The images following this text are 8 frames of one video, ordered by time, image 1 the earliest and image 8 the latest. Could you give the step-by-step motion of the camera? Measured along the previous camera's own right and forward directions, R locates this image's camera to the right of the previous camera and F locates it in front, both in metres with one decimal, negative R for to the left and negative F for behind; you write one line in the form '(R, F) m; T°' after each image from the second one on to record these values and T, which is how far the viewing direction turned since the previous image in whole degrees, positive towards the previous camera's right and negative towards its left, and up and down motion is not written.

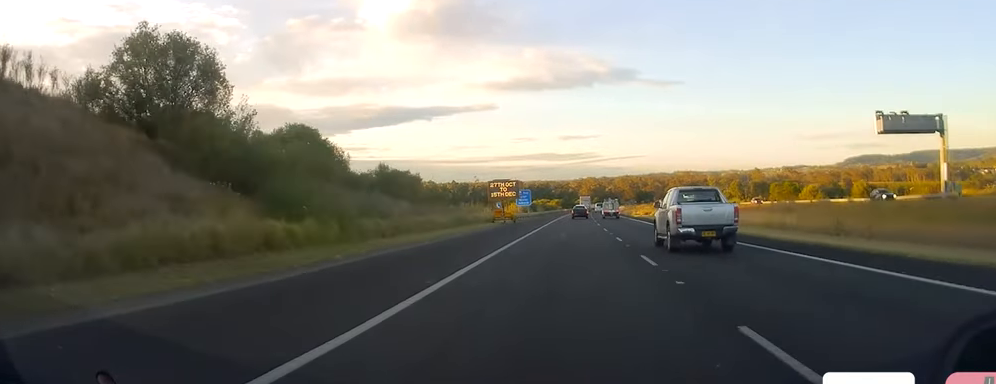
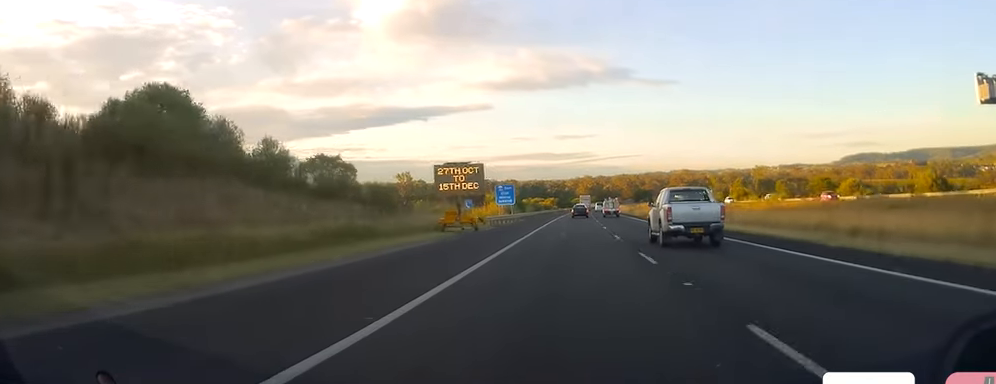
(0.0, +23.5) m; 0°
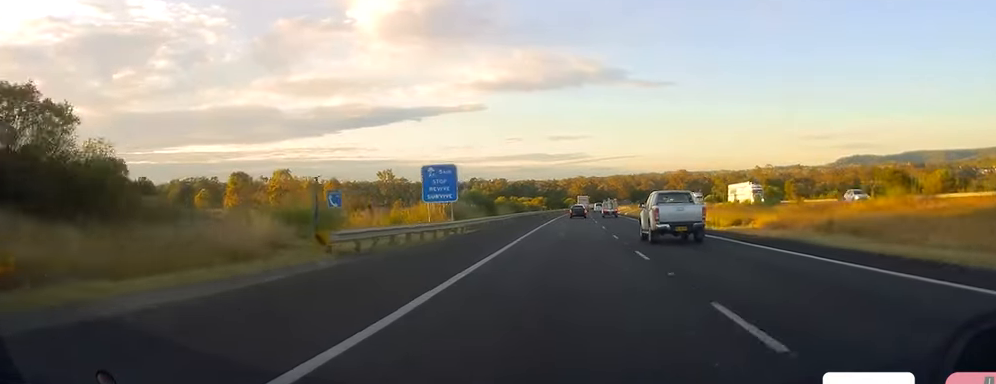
(+0.1, +35.2) m; +1°
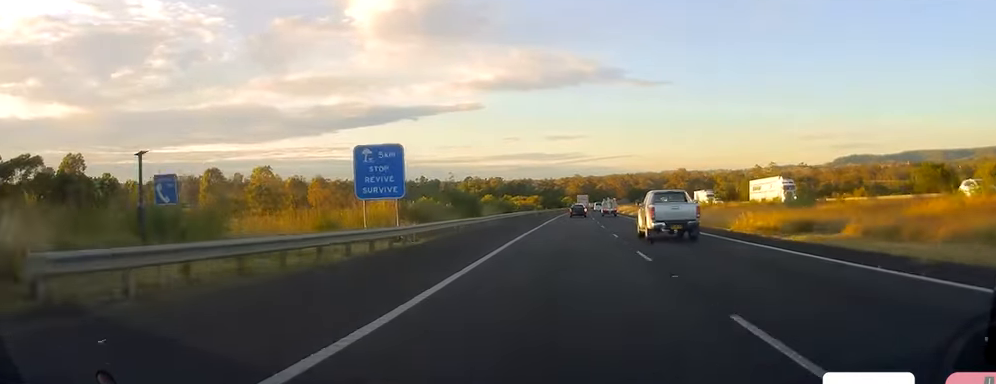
(+0.2, +12.7) m; +1°
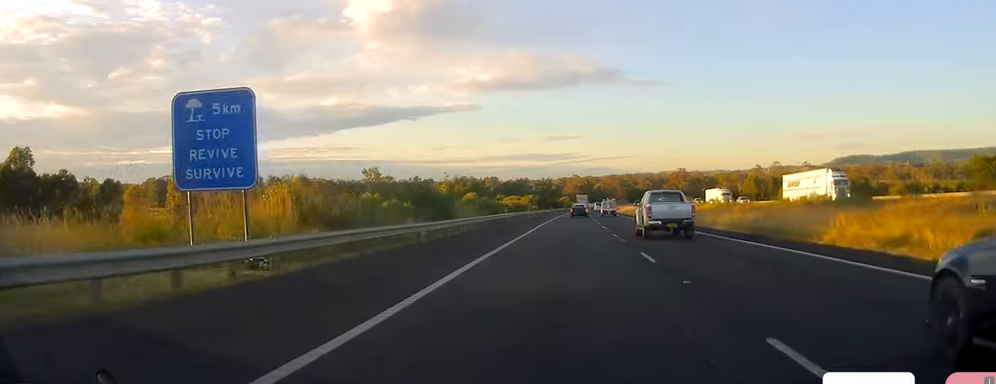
(-0.1, +13.6) m; 0°
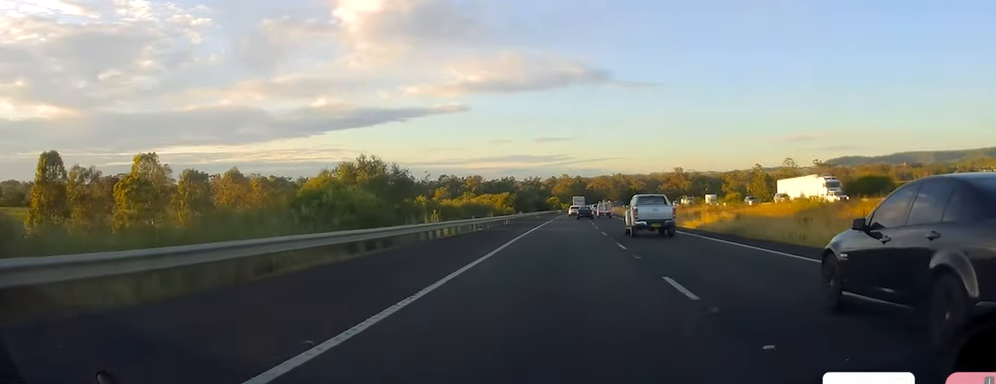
(-0.4, +42.8) m; +1°
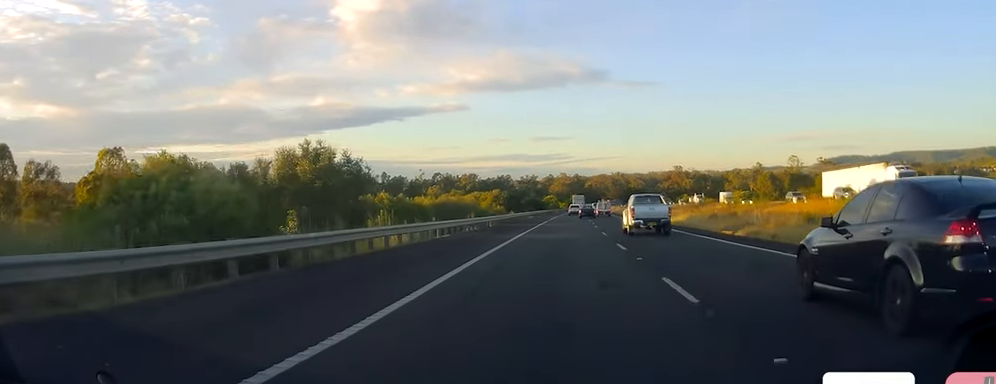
(+0.3, +12.6) m; +1°
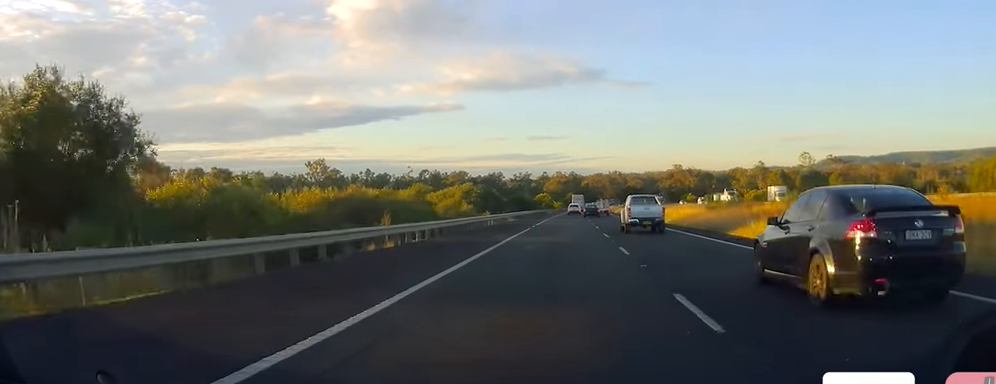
(+0.5, +26.2) m; 0°
